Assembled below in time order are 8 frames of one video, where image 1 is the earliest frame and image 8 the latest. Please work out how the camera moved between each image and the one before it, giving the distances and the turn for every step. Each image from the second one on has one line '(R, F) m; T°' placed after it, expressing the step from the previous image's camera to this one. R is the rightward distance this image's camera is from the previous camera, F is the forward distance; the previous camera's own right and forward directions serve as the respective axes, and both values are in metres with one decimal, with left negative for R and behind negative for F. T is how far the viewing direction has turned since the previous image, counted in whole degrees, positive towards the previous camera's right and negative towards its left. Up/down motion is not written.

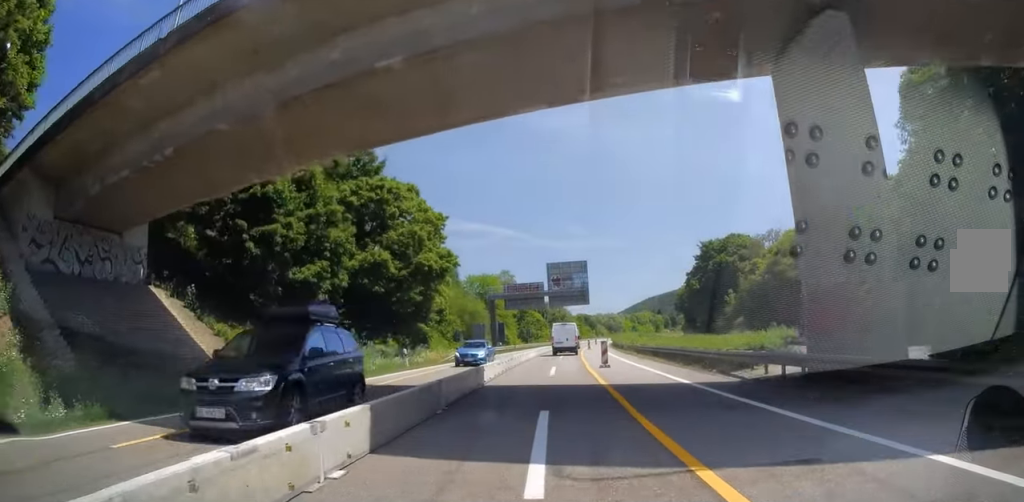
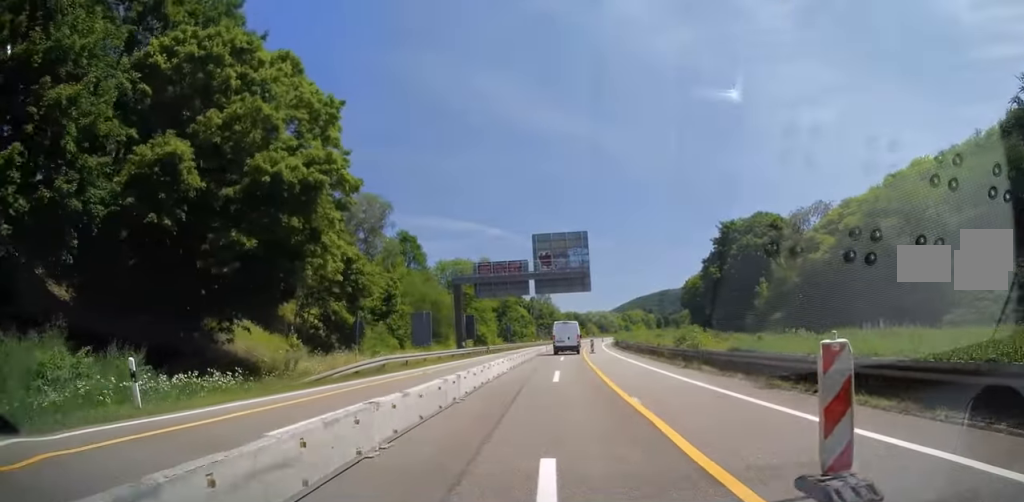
(+0.1, +22.1) m; +1°
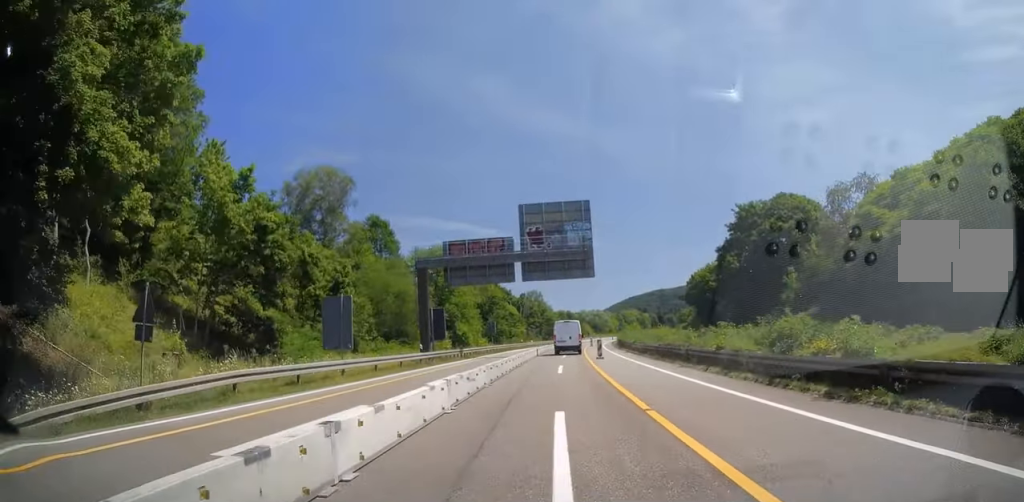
(0.0, +13.4) m; +1°
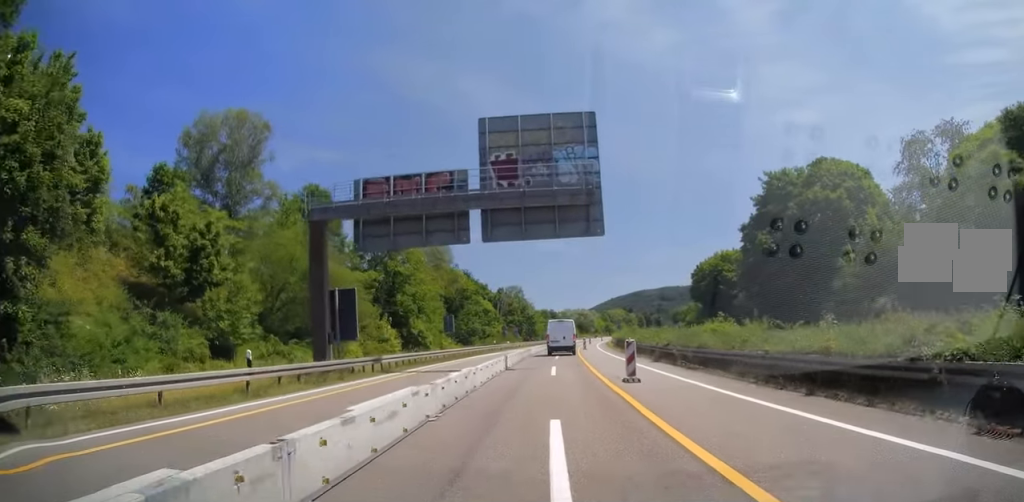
(+0.4, +18.8) m; +3°
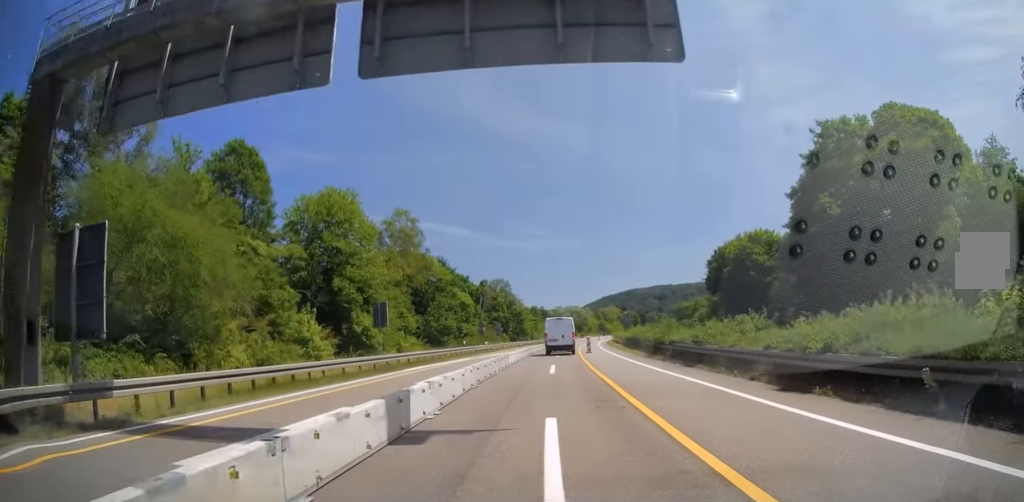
(+0.4, +17.9) m; +1°
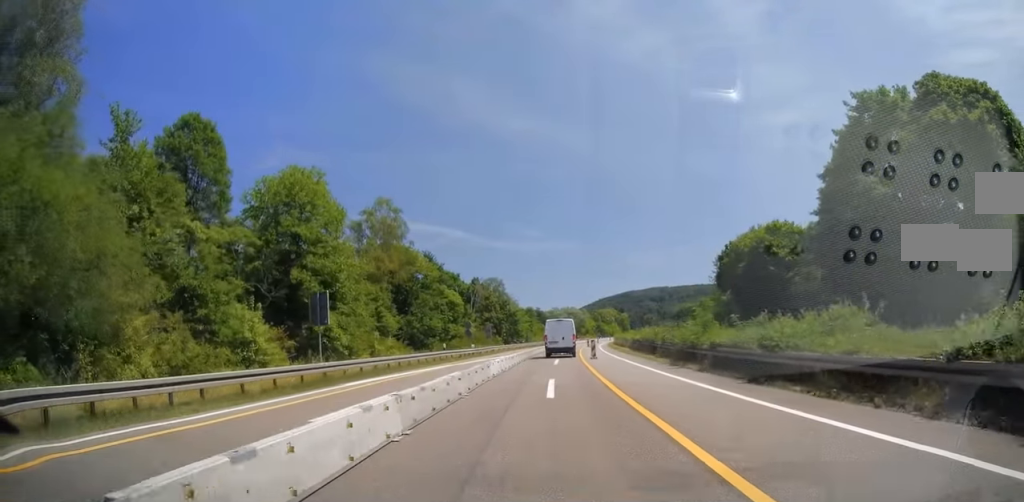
(0.0, +8.1) m; 0°
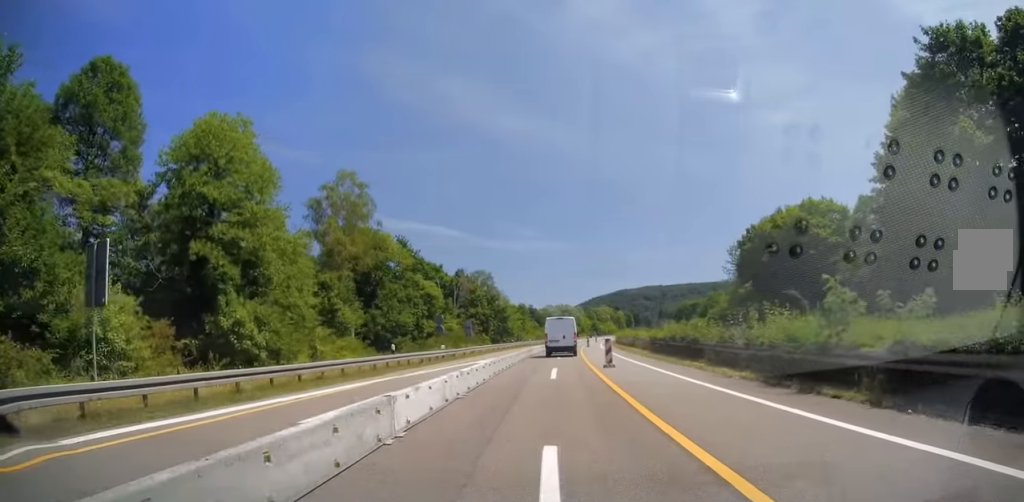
(0.0, +12.4) m; 0°
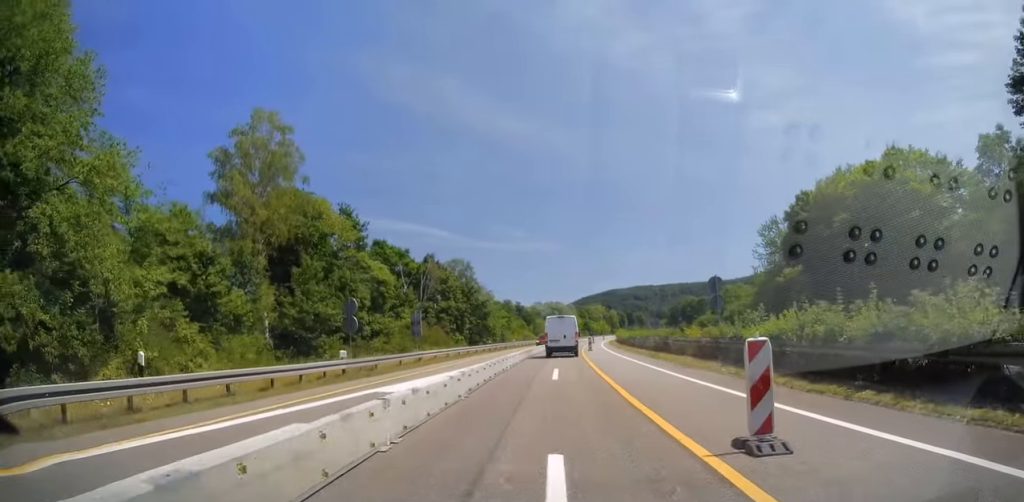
(0.0, +18.5) m; 0°
